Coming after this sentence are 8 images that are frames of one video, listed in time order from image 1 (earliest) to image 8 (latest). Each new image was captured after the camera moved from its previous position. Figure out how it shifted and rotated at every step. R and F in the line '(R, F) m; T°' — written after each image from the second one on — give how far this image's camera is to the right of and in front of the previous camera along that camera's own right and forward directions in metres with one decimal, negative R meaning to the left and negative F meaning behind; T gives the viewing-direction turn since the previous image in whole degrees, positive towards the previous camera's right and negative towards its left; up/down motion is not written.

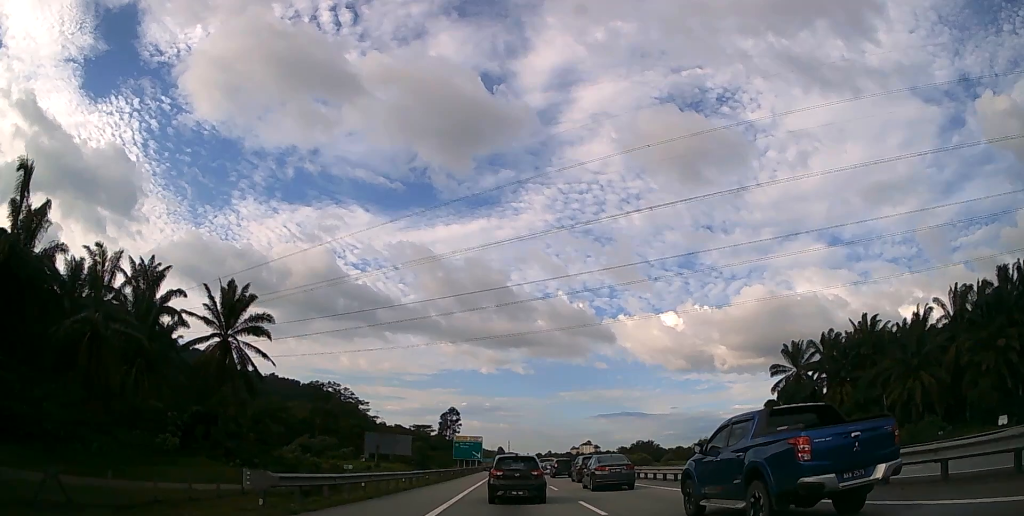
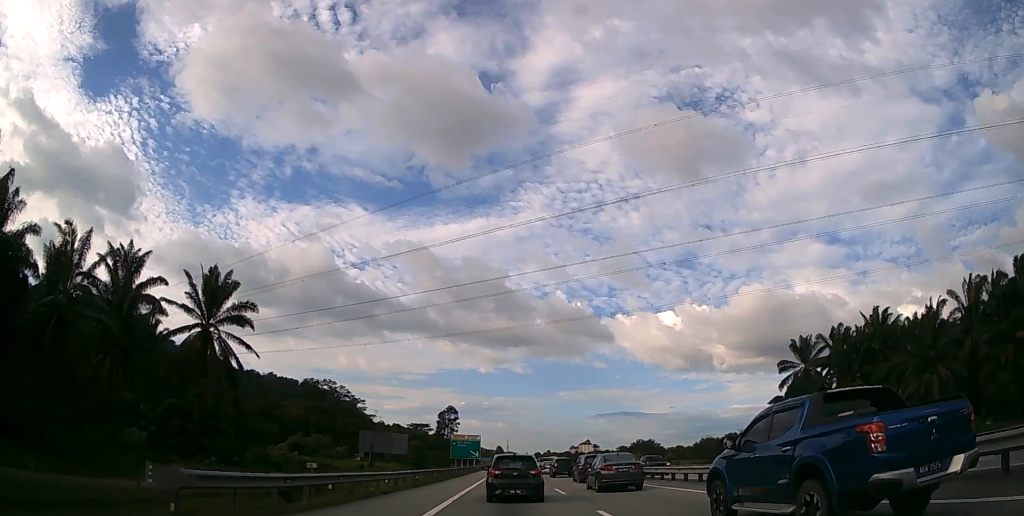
(0.0, +3.6) m; 0°
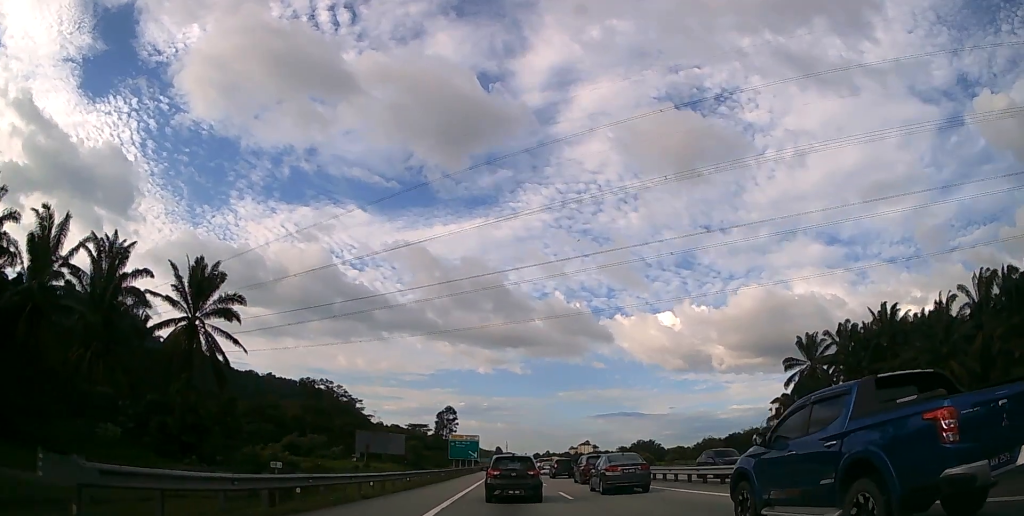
(0.0, +2.5) m; 0°
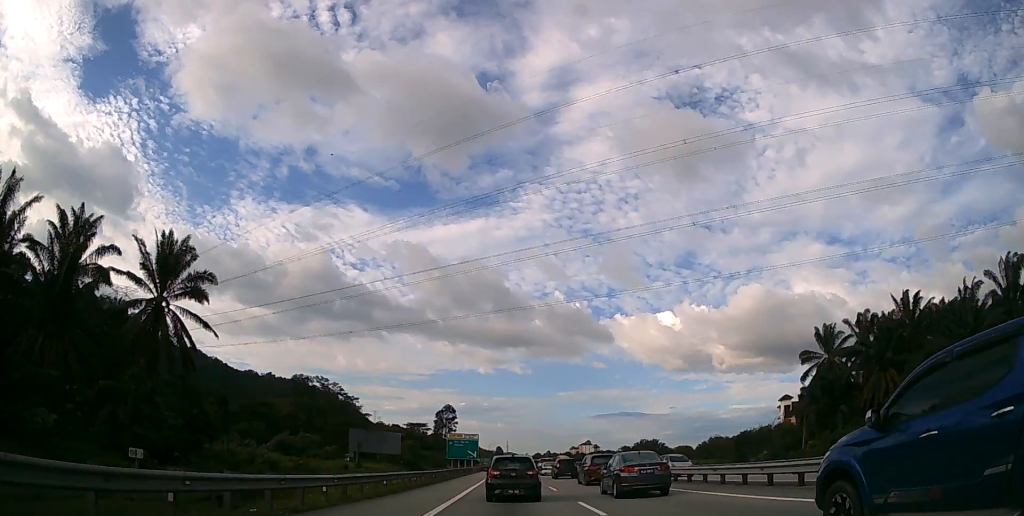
(-0.1, +5.5) m; -1°
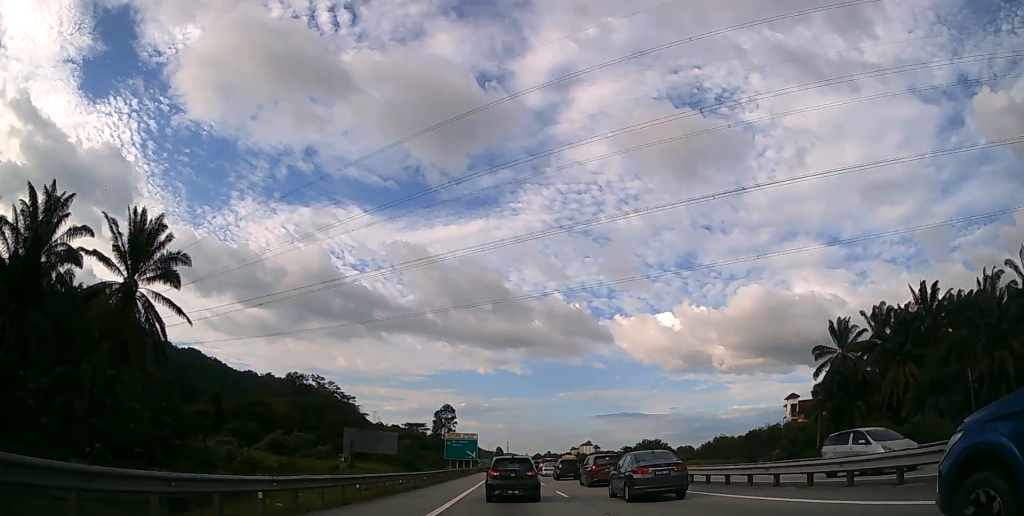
(0.0, +3.6) m; 0°
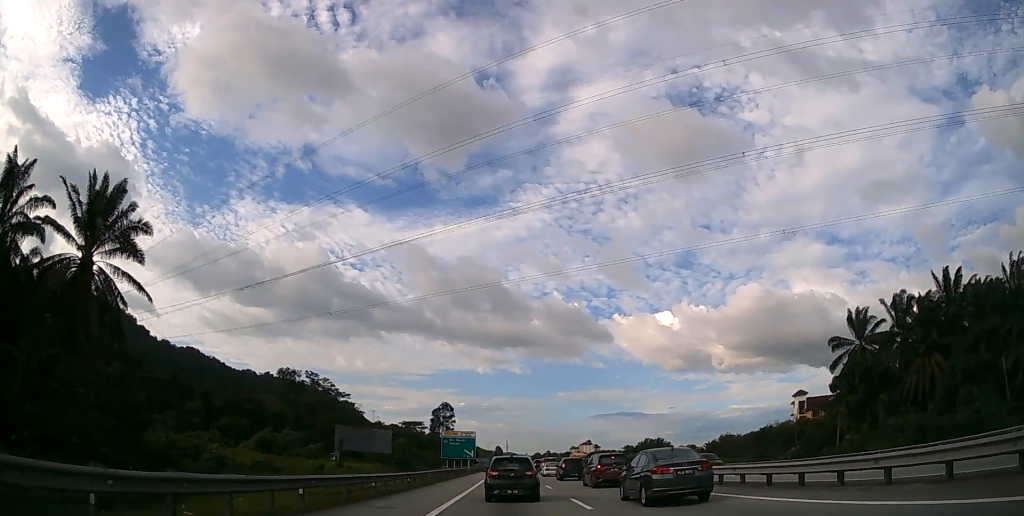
(0.0, +4.5) m; 0°
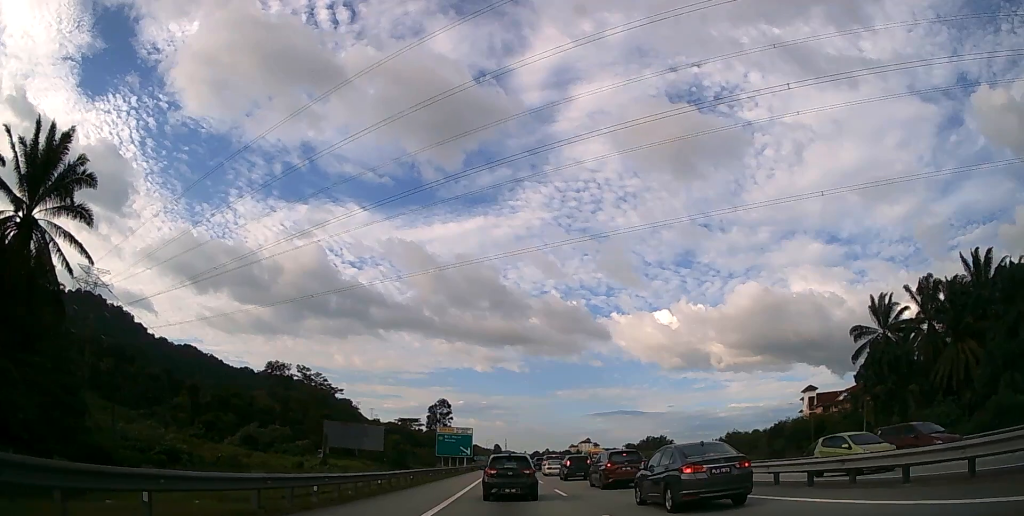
(0.0, +6.3) m; 0°
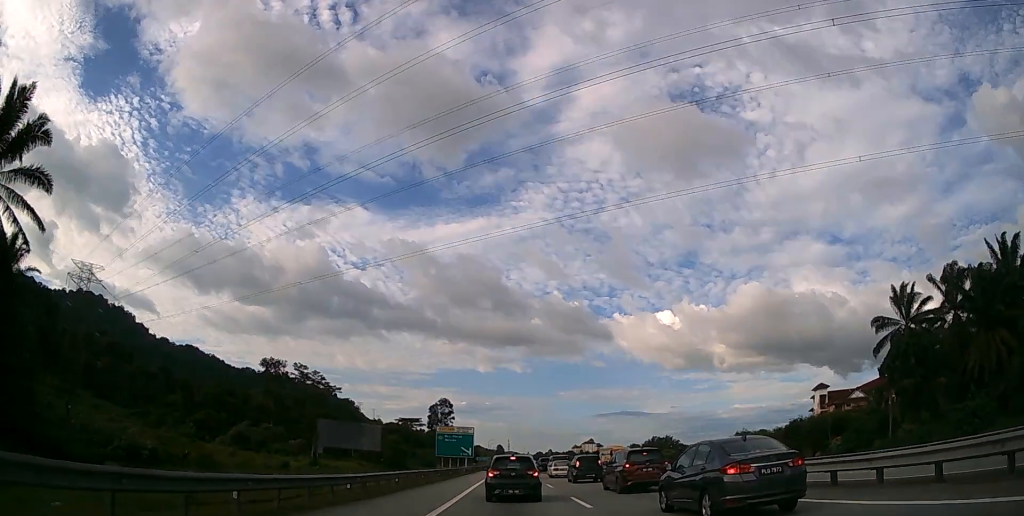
(0.0, +5.2) m; 0°
